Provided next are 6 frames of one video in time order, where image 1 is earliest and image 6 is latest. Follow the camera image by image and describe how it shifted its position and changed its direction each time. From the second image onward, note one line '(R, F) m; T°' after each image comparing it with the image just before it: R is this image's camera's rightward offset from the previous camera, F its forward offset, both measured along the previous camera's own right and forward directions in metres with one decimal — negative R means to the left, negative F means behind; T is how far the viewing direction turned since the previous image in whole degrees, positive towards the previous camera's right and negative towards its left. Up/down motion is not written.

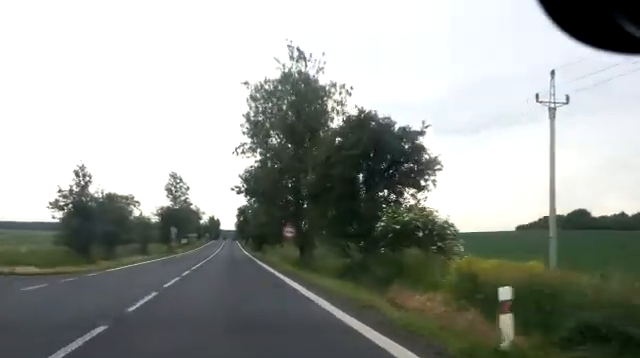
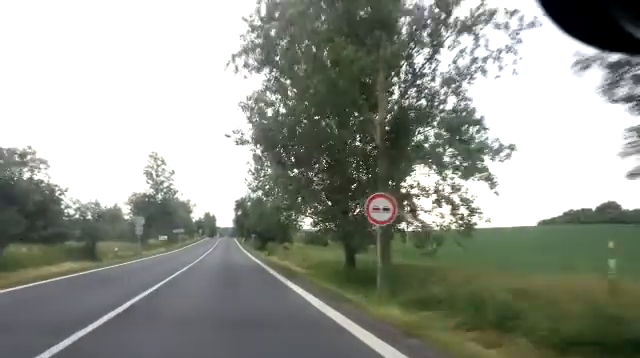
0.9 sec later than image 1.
(+0.2, +18.9) m; 0°
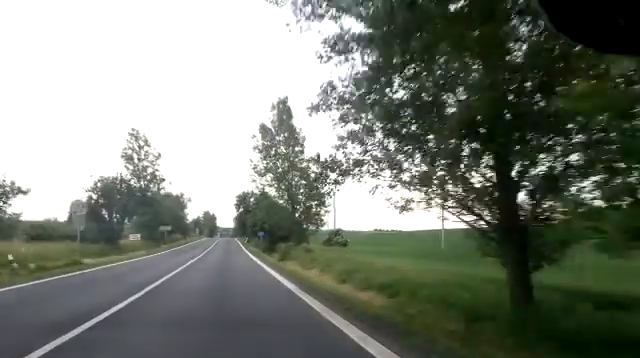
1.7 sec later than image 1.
(0.0, +14.8) m; -1°
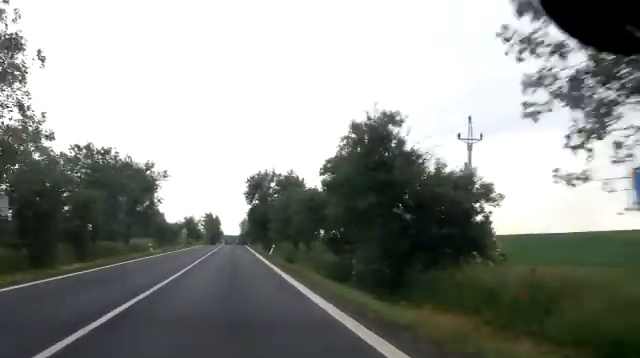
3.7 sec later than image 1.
(+0.2, +42.2) m; +1°
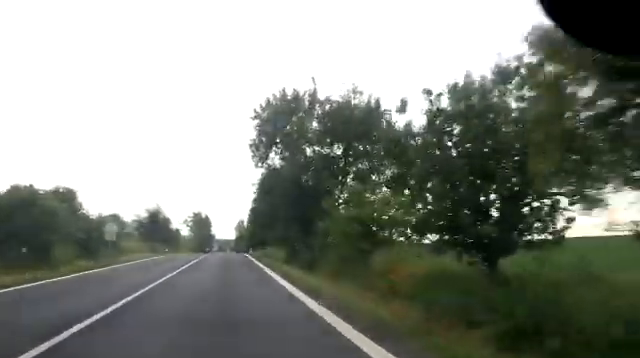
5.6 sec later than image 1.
(0.0, +39.6) m; +1°
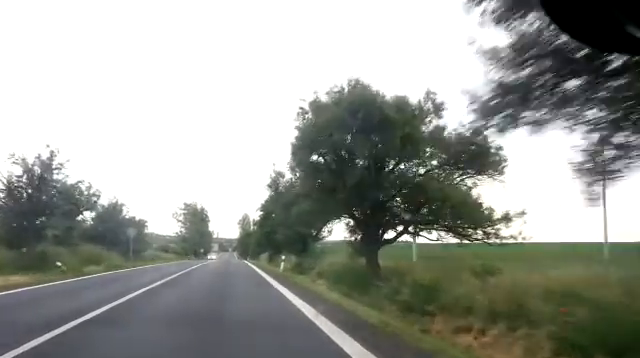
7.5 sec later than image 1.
(-0.1, +38.4) m; 0°
